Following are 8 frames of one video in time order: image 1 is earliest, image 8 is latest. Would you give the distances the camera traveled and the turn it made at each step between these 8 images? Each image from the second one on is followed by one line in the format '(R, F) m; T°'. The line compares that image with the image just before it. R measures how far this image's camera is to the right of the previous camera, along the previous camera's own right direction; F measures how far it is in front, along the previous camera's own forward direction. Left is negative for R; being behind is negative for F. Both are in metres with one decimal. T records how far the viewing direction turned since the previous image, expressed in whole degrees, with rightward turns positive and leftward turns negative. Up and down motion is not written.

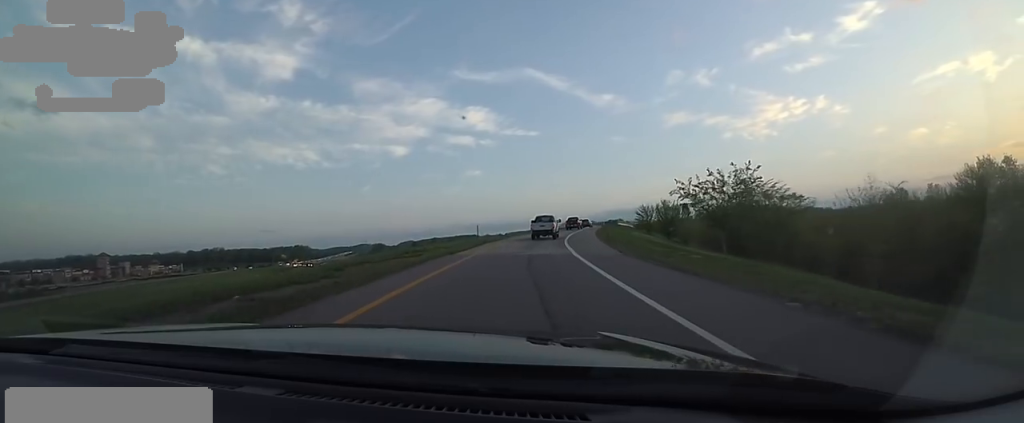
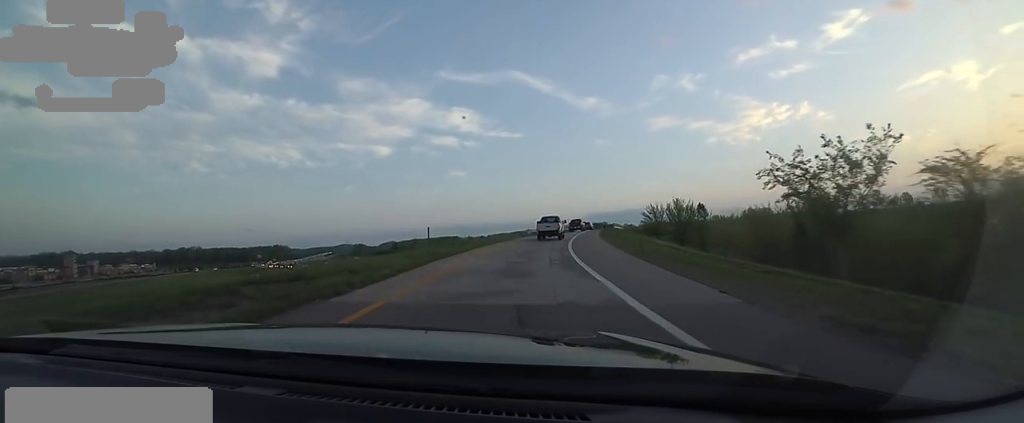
(-0.4, +13.6) m; +4°
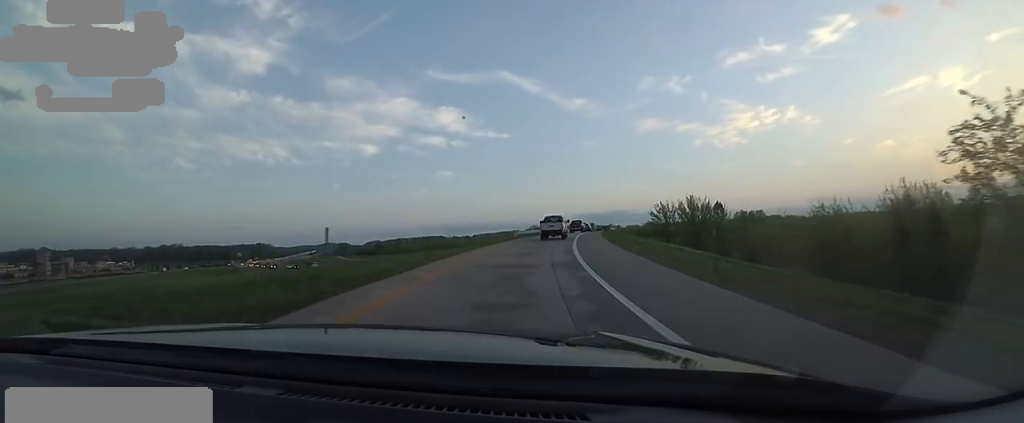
(+1.1, +9.7) m; +2°
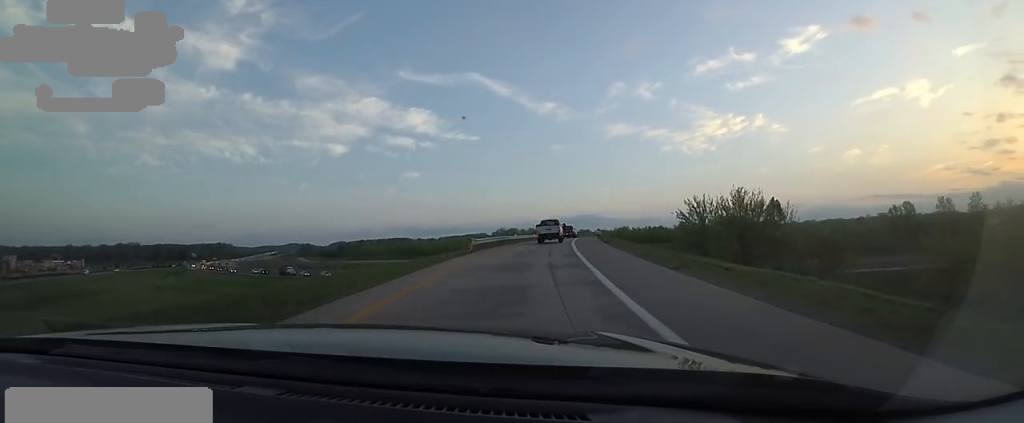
(+0.7, +18.5) m; +2°
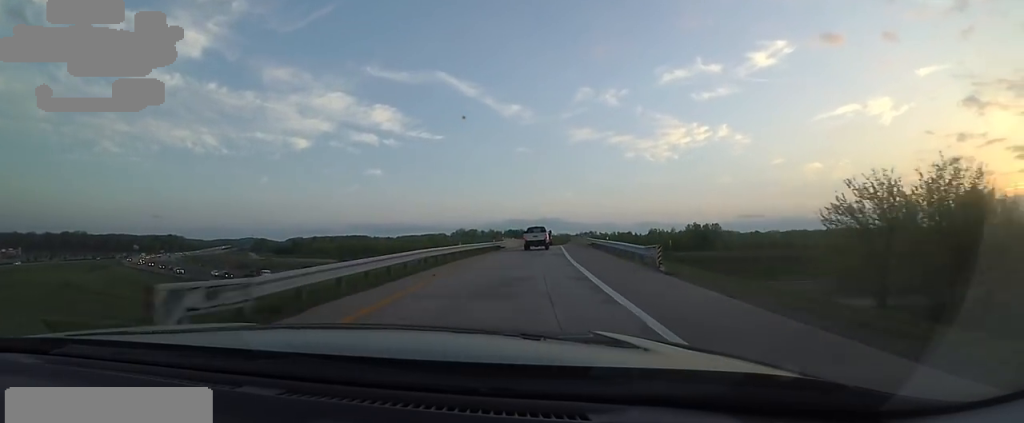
(0.0, +21.0) m; +4°
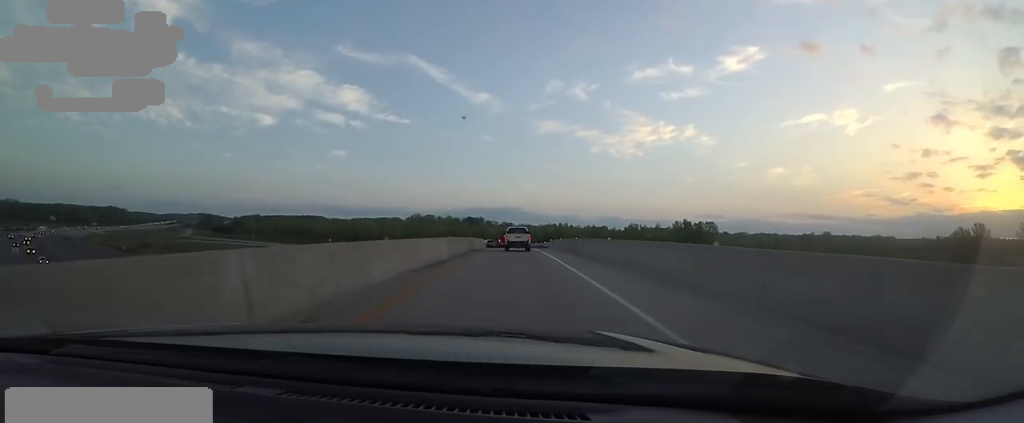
(+3.8, +44.4) m; +6°
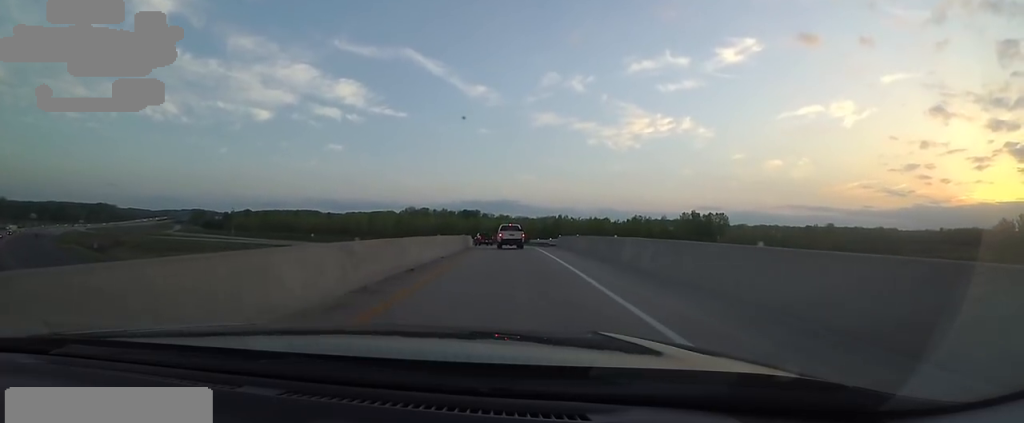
(+0.1, +15.0) m; +1°
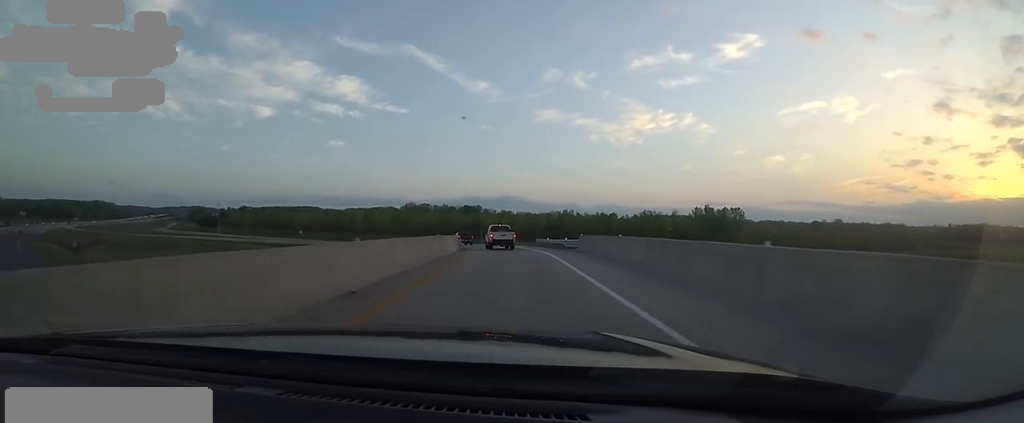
(+0.1, +12.9) m; 0°
